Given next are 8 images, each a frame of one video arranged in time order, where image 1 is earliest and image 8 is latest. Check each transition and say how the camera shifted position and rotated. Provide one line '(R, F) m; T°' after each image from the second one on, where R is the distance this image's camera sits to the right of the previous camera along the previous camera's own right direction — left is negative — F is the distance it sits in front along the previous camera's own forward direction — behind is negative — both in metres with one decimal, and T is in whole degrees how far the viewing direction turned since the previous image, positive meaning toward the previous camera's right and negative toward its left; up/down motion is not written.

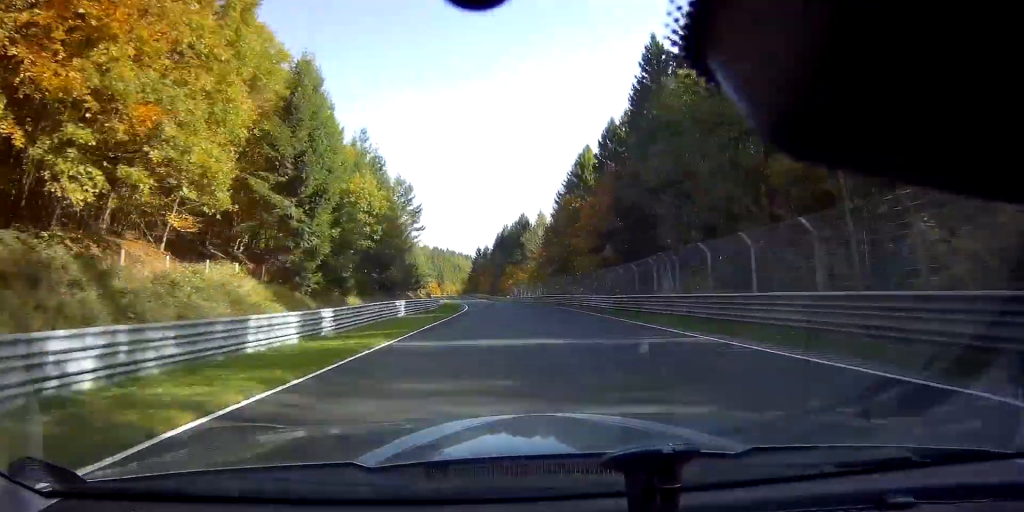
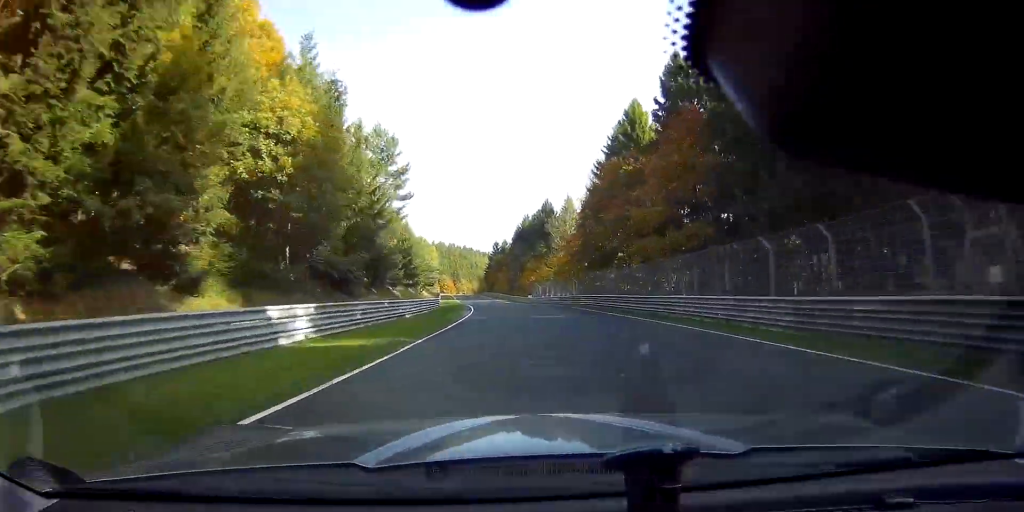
(-0.2, +19.0) m; -2°
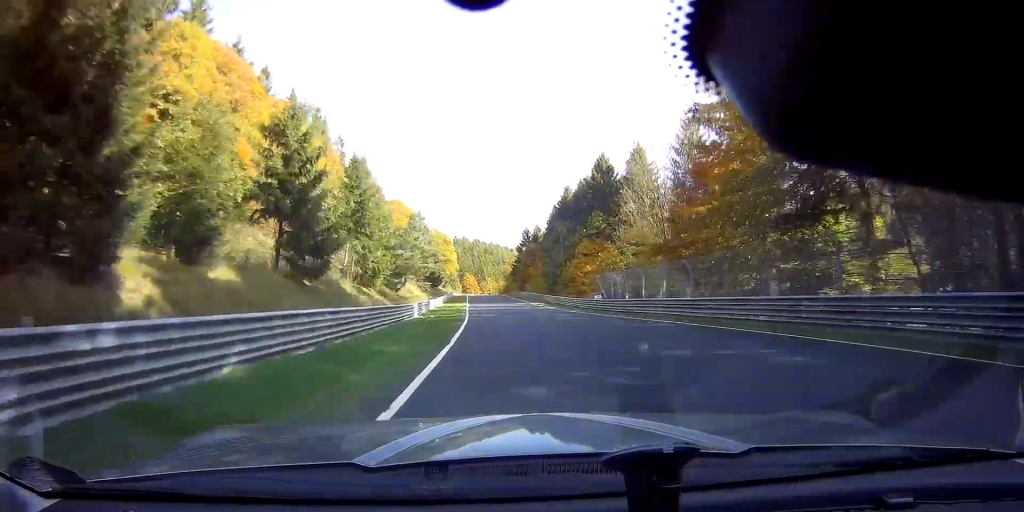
(-1.1, +38.5) m; -3°
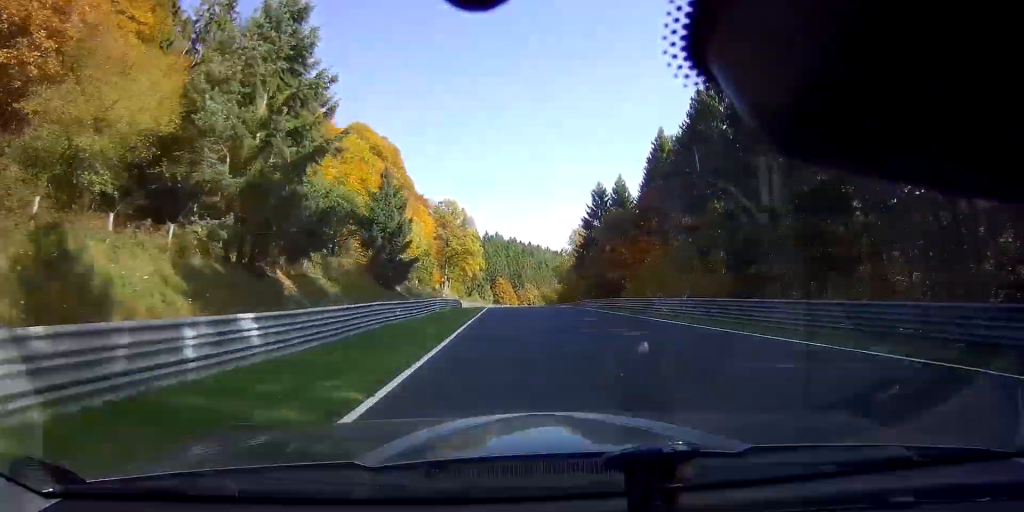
(-2.2, +66.1) m; -3°
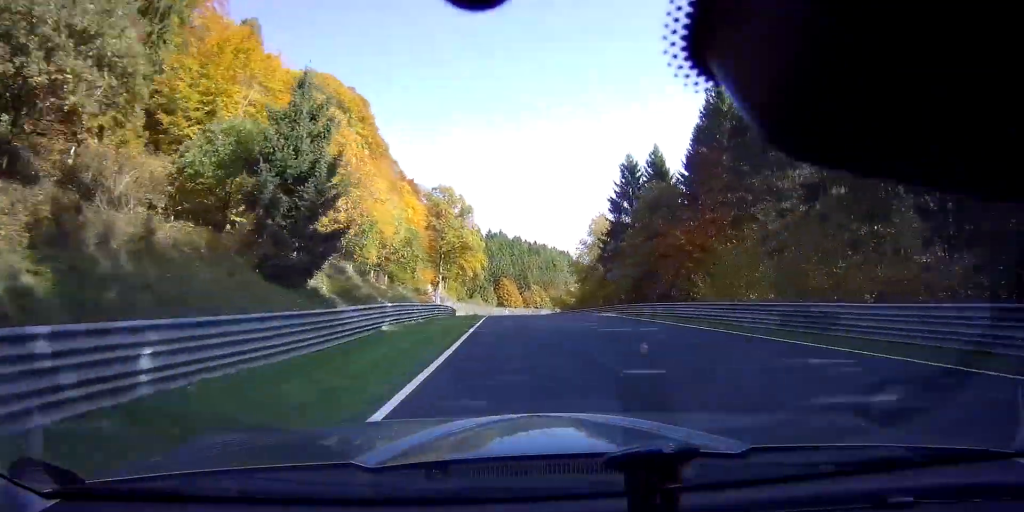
(0.0, +17.7) m; 0°
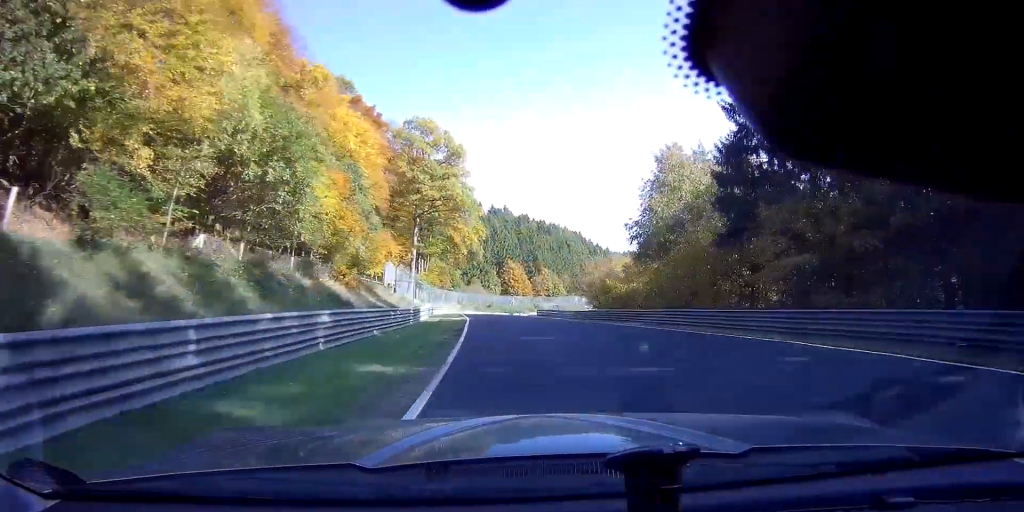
(-0.1, +34.0) m; -1°
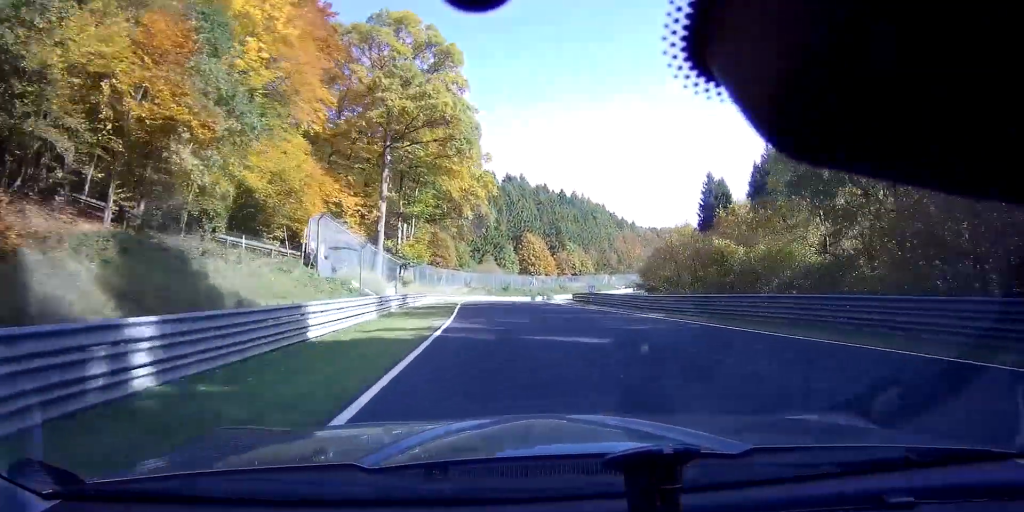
(-0.4, +24.4) m; 0°
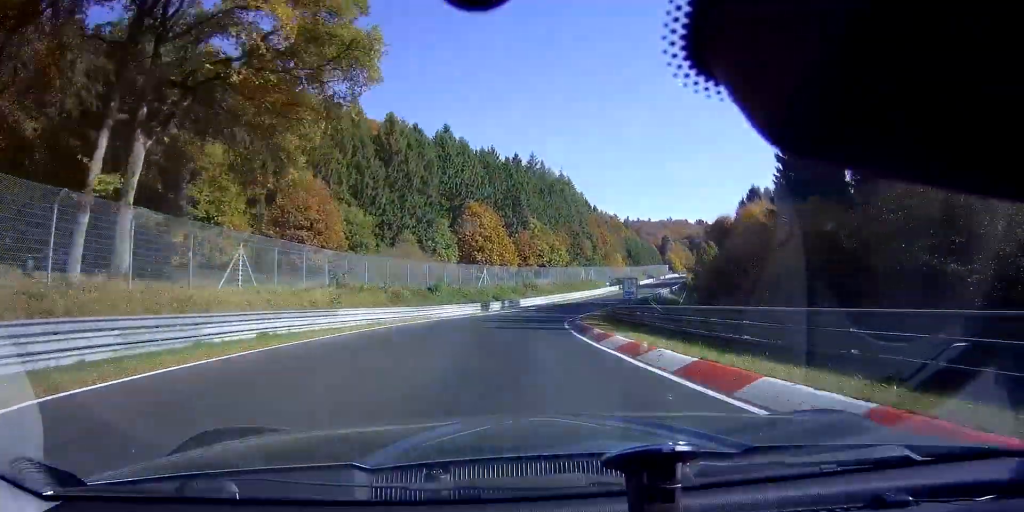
(+1.9, +50.6) m; +7°
